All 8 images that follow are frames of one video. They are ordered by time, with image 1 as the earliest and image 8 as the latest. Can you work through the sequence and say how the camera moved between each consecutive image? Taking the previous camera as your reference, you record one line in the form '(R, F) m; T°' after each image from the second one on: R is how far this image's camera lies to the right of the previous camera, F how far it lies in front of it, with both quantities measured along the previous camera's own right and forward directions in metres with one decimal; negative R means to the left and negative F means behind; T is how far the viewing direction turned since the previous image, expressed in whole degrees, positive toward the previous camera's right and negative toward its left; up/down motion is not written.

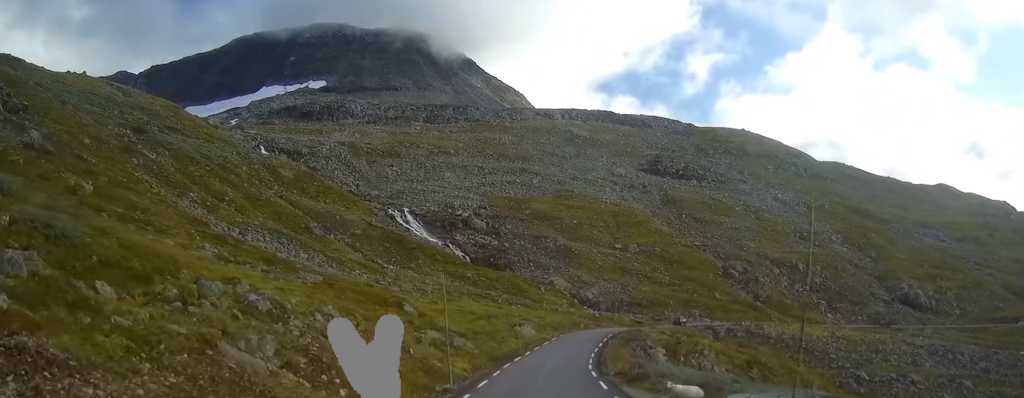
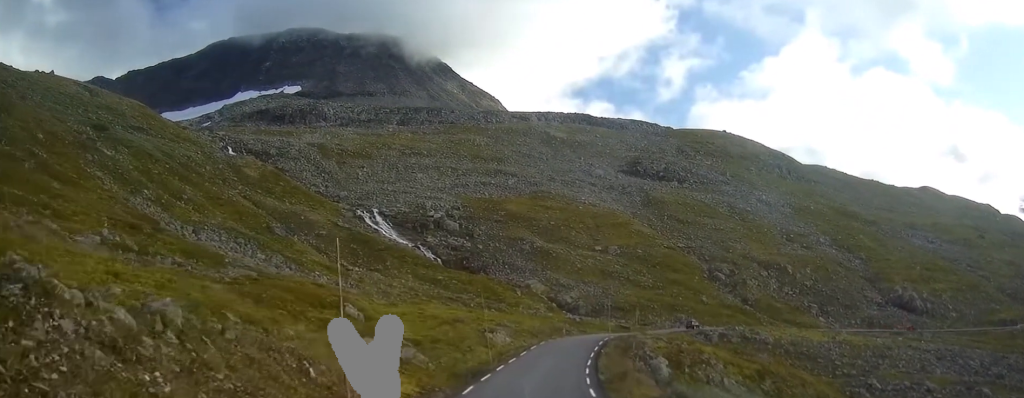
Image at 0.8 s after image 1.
(+0.3, +12.6) m; +2°
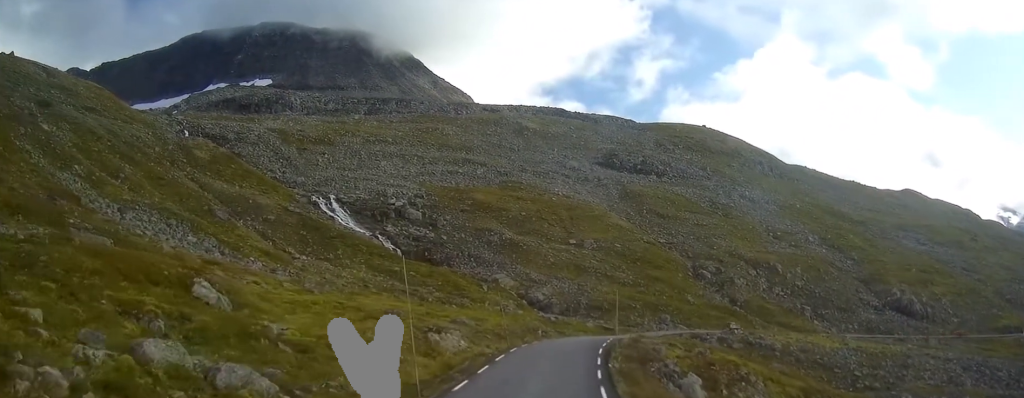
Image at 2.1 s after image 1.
(+0.6, +20.0) m; +3°
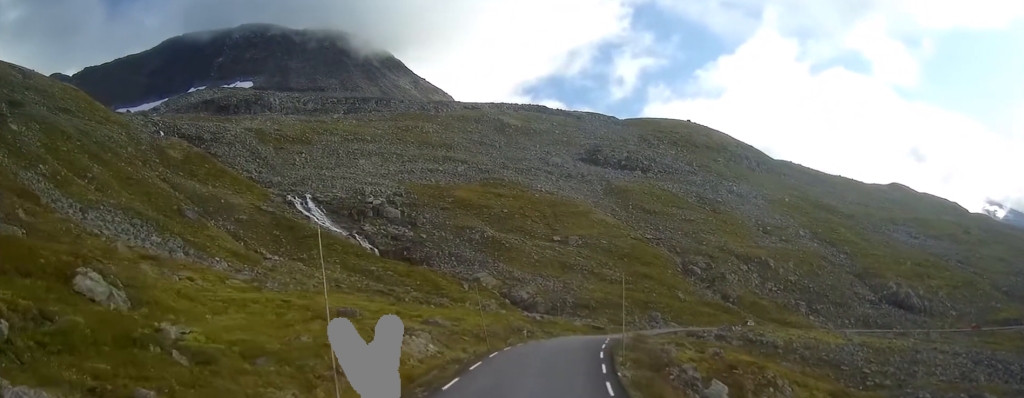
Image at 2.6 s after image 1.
(0.0, +8.1) m; +1°
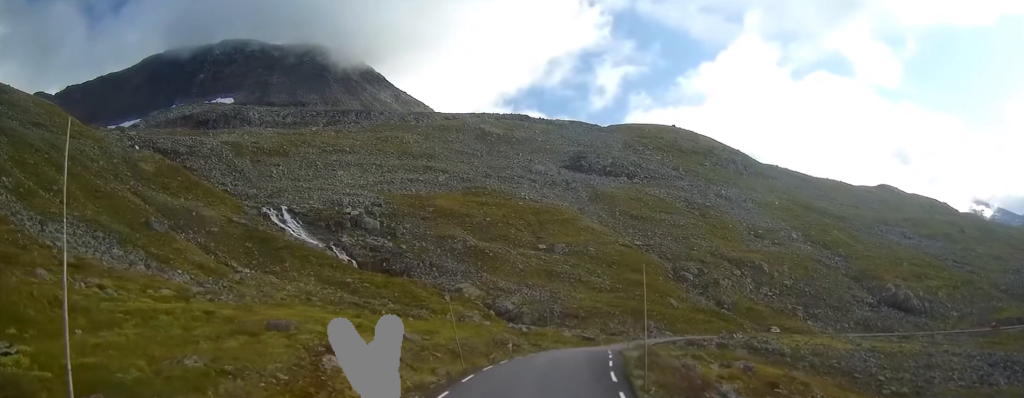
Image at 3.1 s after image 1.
(+0.2, +8.7) m; +1°
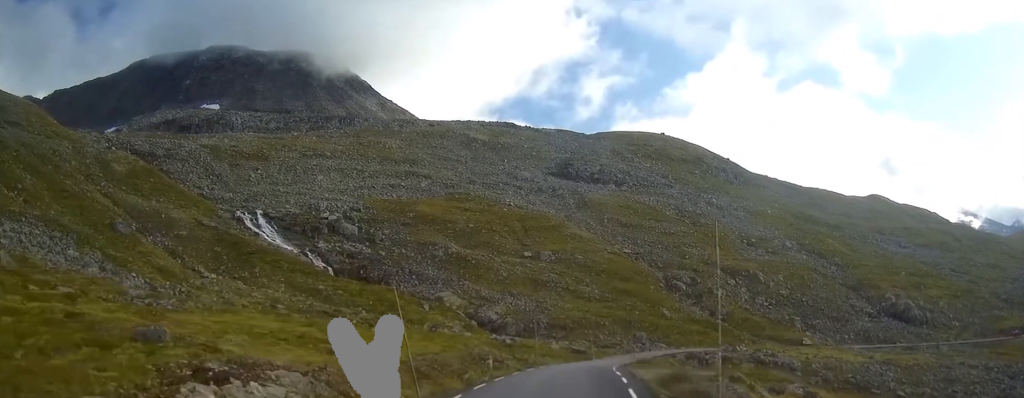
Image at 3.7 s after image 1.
(+0.1, +9.8) m; +1°
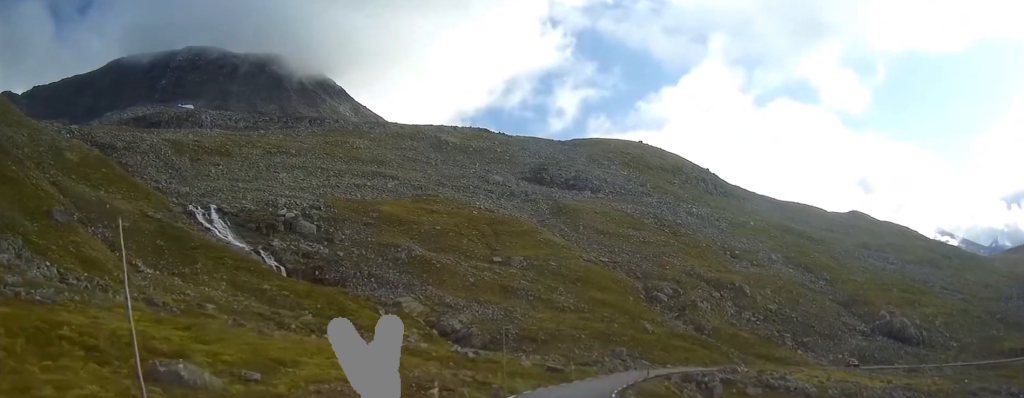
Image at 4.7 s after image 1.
(+0.2, +15.2) m; +2°
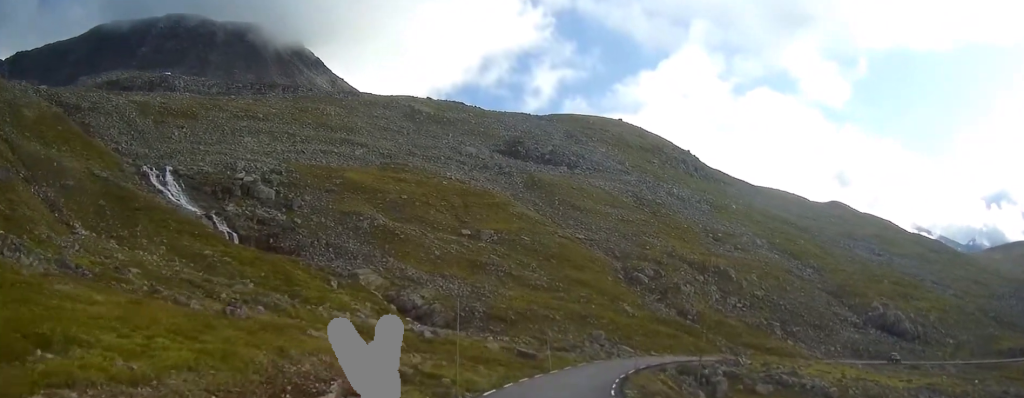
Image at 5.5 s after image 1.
(+0.1, +13.5) m; +2°
